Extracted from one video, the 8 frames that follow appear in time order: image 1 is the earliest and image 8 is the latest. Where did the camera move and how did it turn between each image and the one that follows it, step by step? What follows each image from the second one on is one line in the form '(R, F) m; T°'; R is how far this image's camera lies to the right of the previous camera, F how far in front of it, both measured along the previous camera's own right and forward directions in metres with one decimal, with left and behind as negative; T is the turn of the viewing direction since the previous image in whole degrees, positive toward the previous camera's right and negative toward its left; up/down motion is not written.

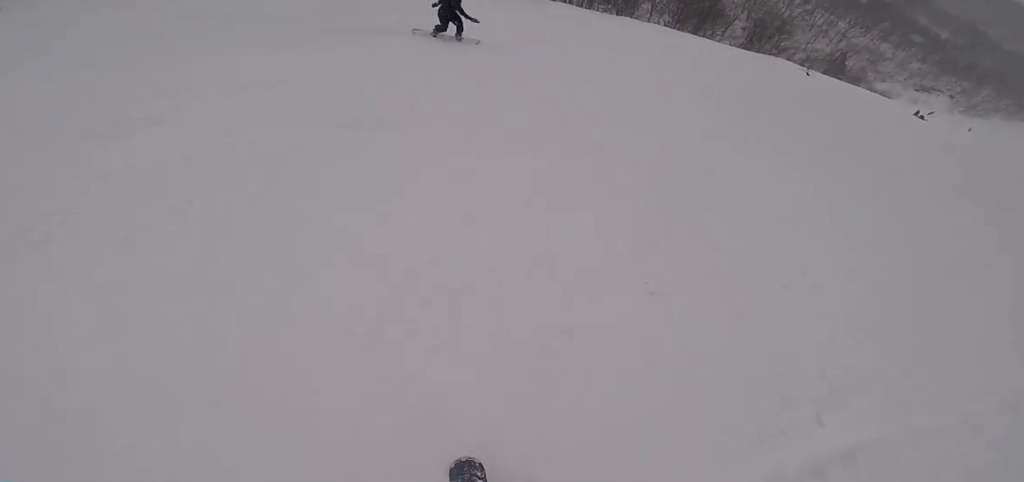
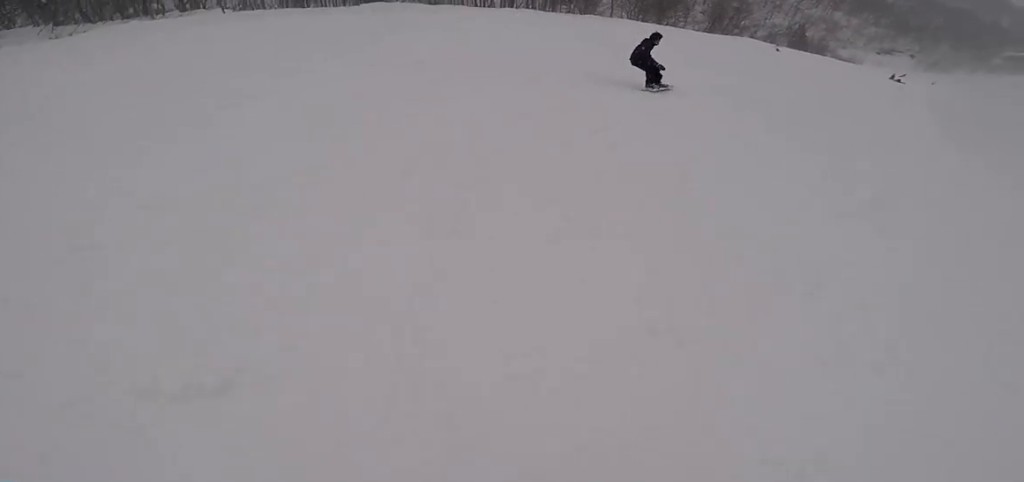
(+0.1, +2.2) m; +4°
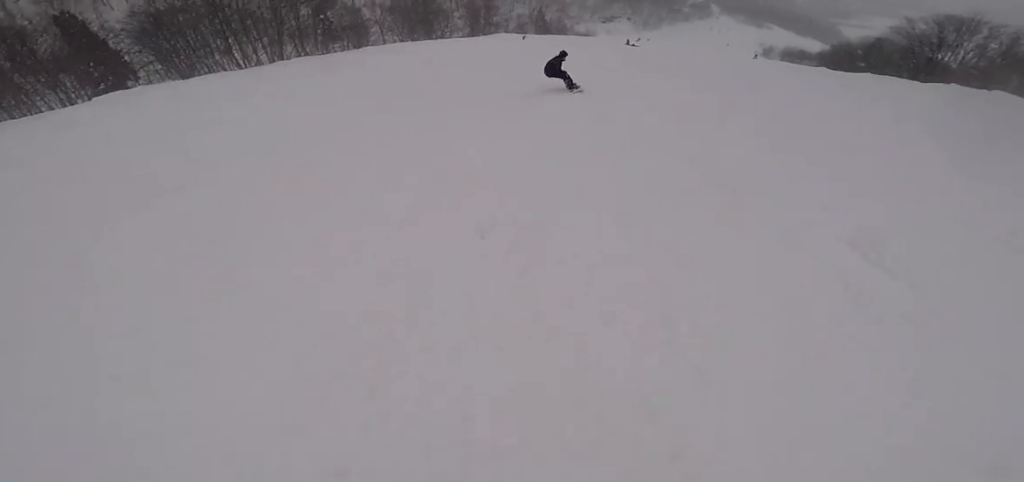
(+0.7, +2.4) m; +1°
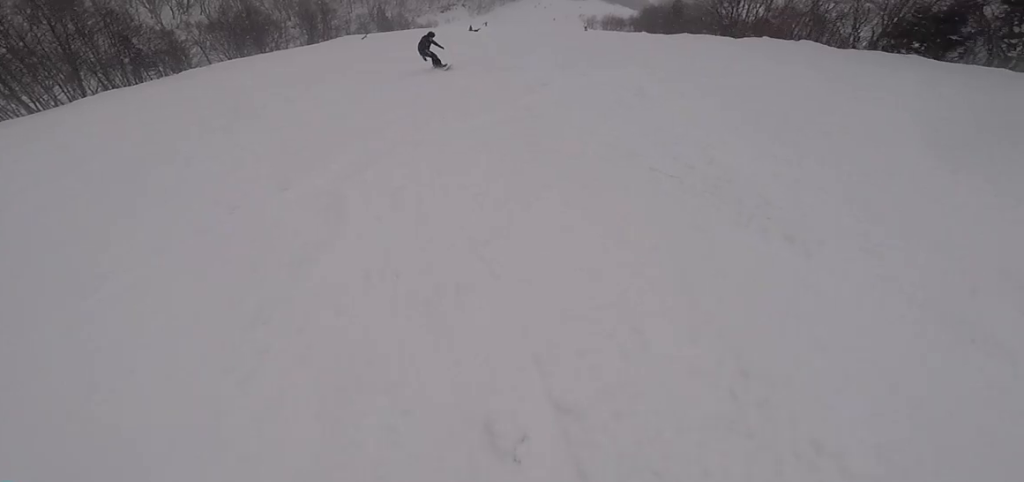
(-0.1, +2.2) m; +7°
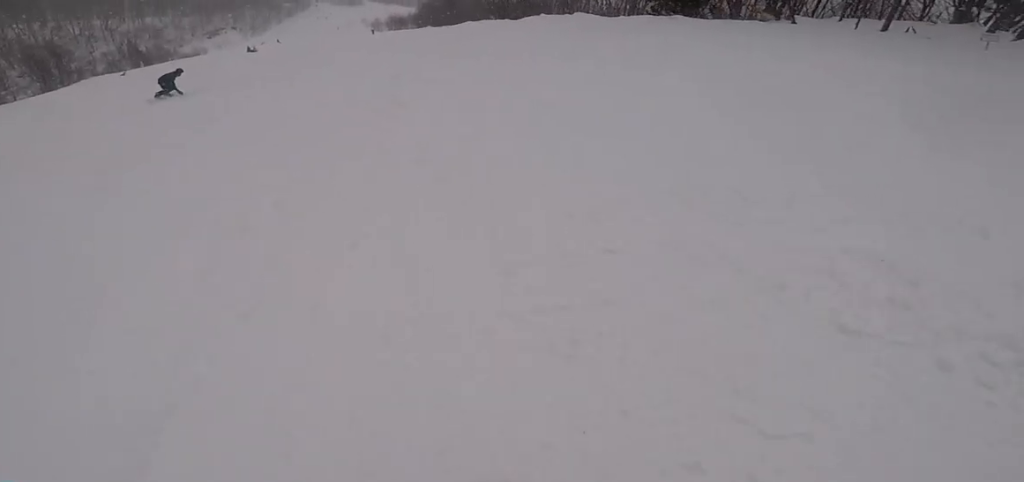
(-1.1, +2.9) m; +14°
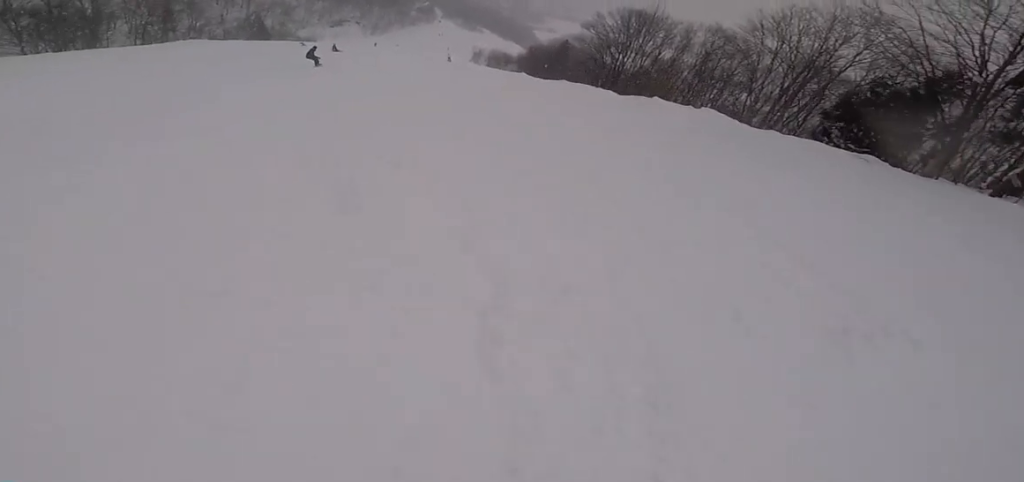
(+5.3, +8.0) m; +1°
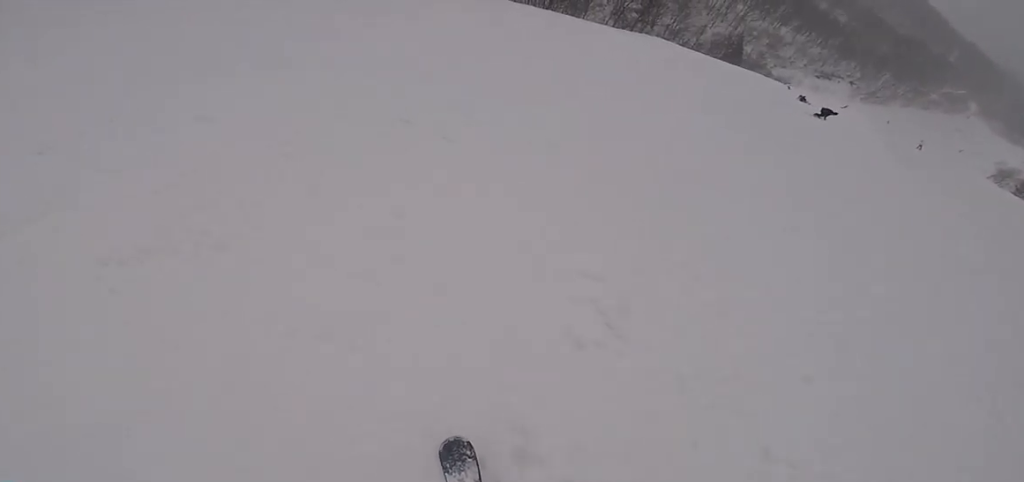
(-3.6, +5.2) m; -41°
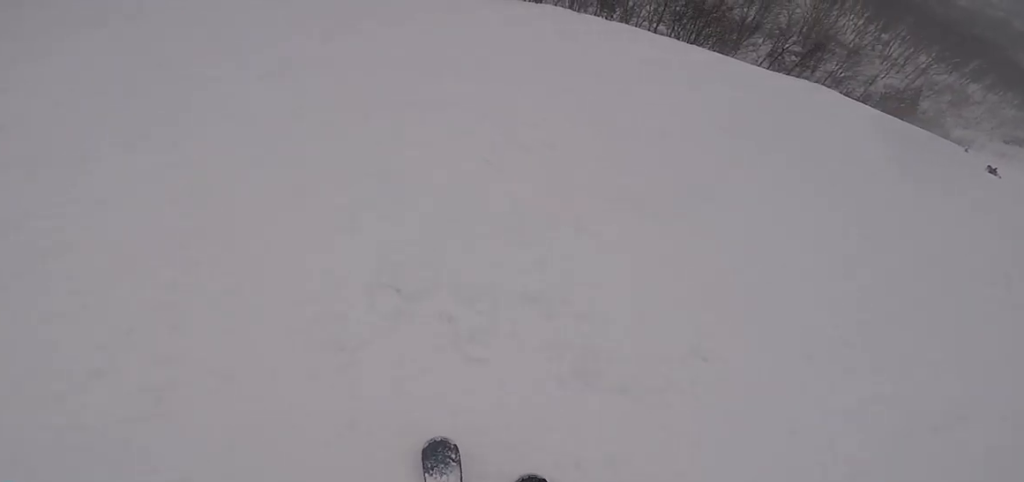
(-0.3, +2.2) m; -1°
